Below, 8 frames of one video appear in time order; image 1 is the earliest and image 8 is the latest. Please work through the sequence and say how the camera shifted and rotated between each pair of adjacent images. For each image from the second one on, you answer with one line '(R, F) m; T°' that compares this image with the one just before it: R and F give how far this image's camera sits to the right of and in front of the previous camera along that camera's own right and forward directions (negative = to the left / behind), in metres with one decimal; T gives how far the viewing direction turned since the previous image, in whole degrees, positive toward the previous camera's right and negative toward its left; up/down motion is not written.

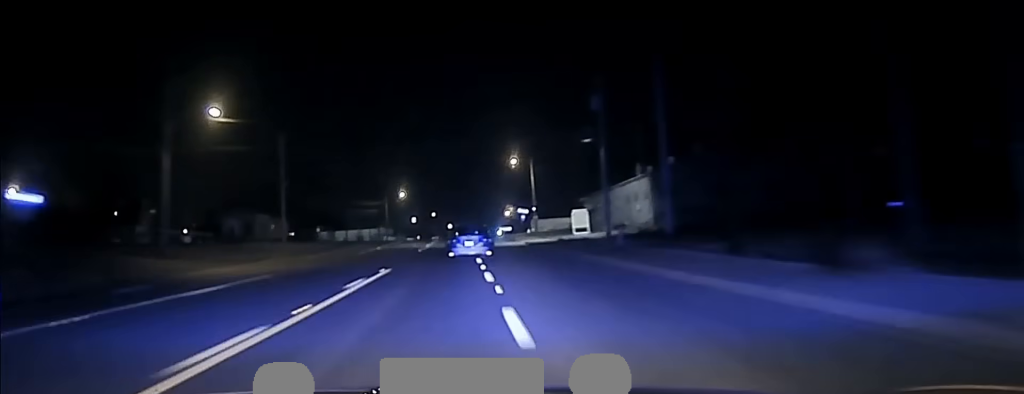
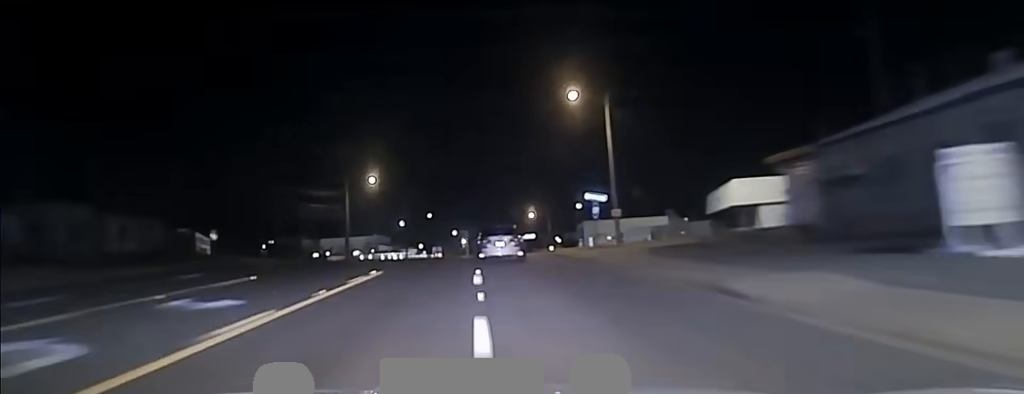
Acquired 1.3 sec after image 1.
(+0.3, +62.0) m; 0°
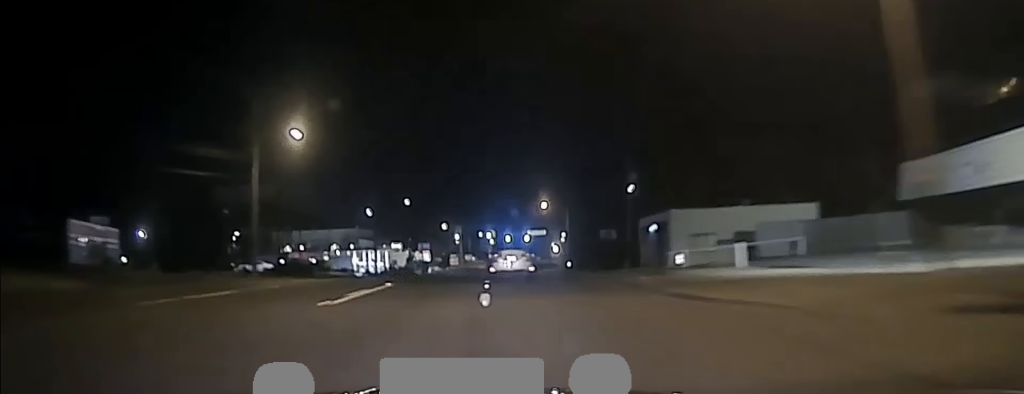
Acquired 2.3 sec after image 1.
(-0.4, +43.5) m; 0°
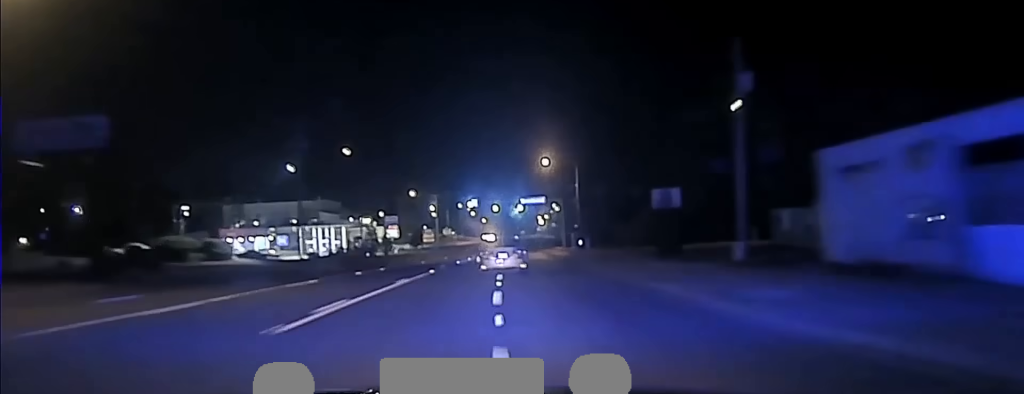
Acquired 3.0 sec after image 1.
(+0.3, +35.2) m; +1°
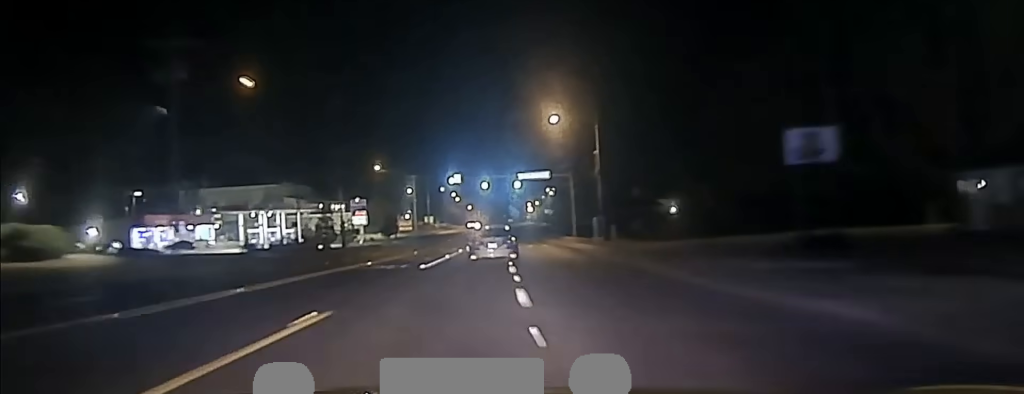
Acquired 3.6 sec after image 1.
(+0.2, +28.3) m; +1°
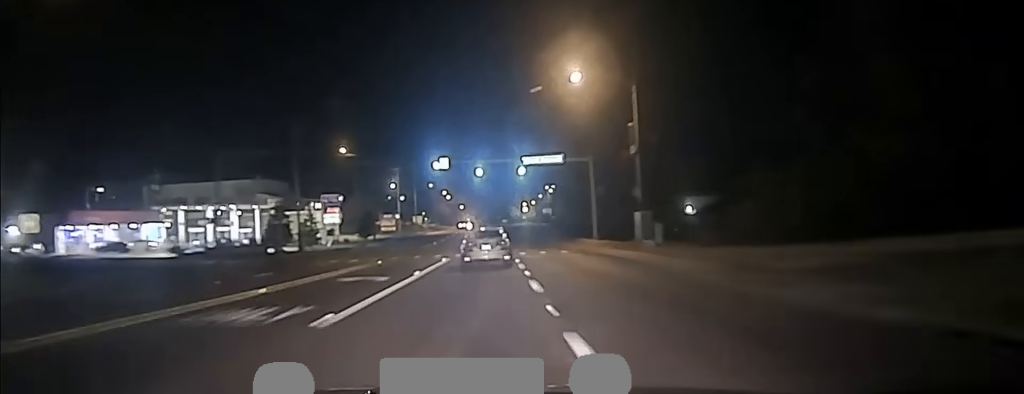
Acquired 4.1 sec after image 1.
(+0.4, +21.4) m; +1°
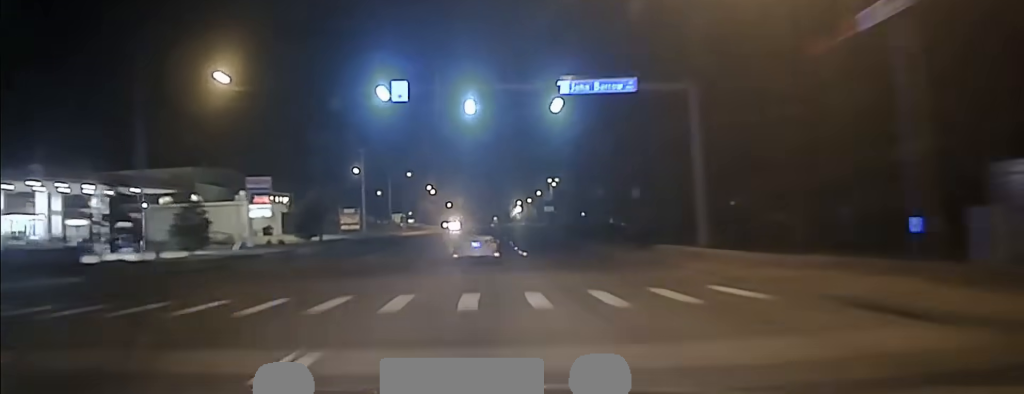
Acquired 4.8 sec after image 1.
(+0.3, +35.4) m; +1°
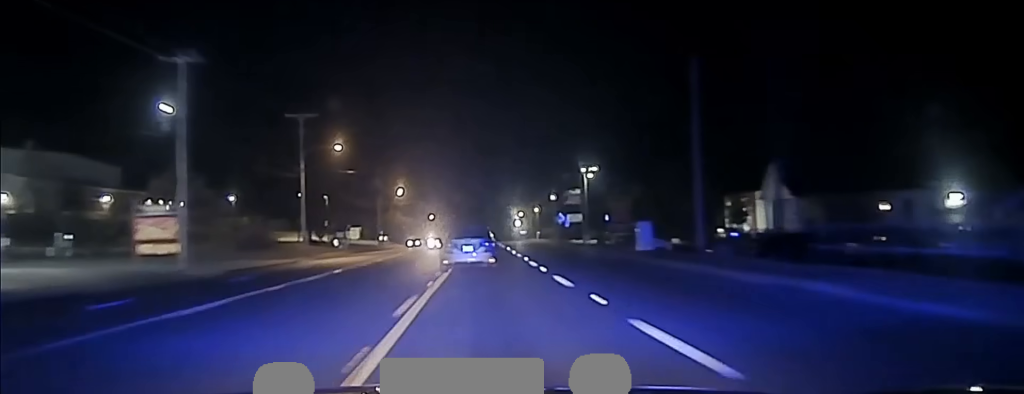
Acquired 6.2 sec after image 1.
(+0.7, +68.6) m; +1°
